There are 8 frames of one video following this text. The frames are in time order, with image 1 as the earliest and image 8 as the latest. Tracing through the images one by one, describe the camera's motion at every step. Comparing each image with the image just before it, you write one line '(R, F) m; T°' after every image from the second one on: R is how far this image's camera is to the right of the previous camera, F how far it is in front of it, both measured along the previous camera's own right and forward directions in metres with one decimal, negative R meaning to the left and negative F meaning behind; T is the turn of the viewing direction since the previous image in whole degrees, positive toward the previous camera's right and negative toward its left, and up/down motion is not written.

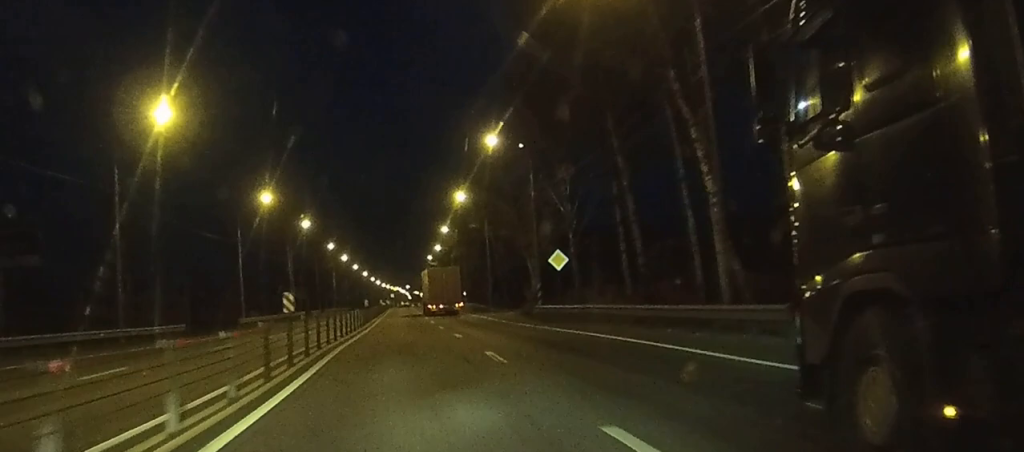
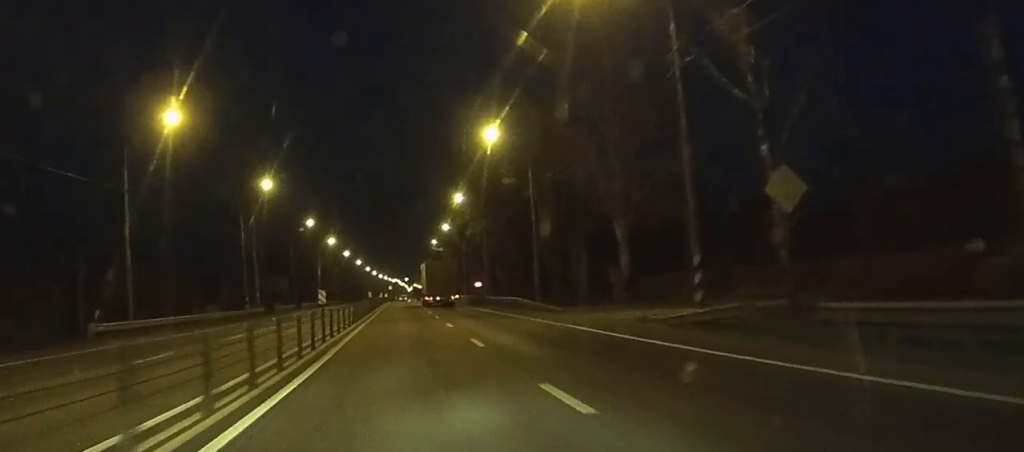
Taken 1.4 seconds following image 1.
(+0.3, +31.5) m; +1°
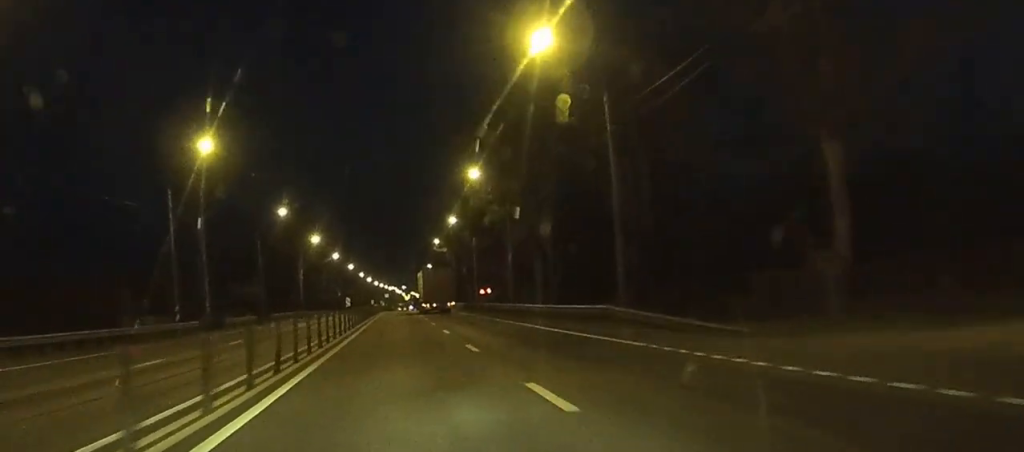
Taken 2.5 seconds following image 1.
(0.0, +23.6) m; 0°
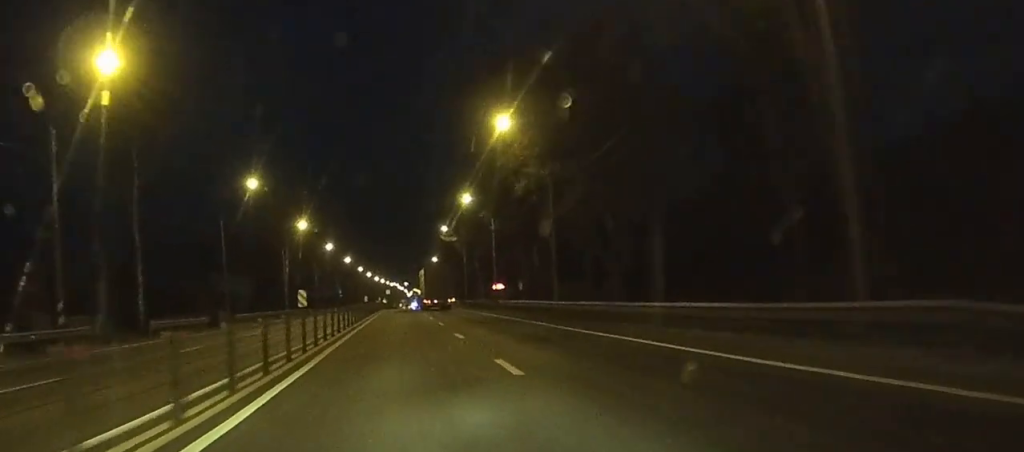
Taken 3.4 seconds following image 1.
(0.0, +19.3) m; 0°
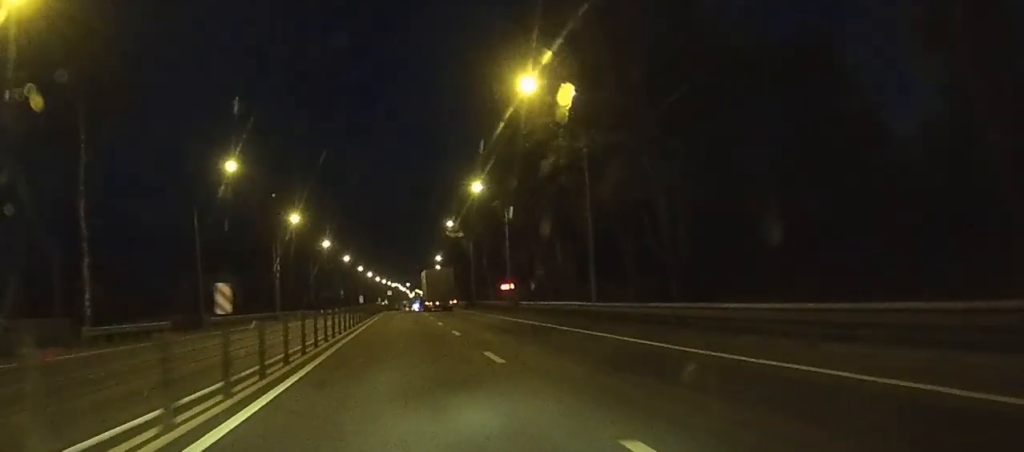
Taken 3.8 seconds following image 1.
(0.0, +9.7) m; 0°
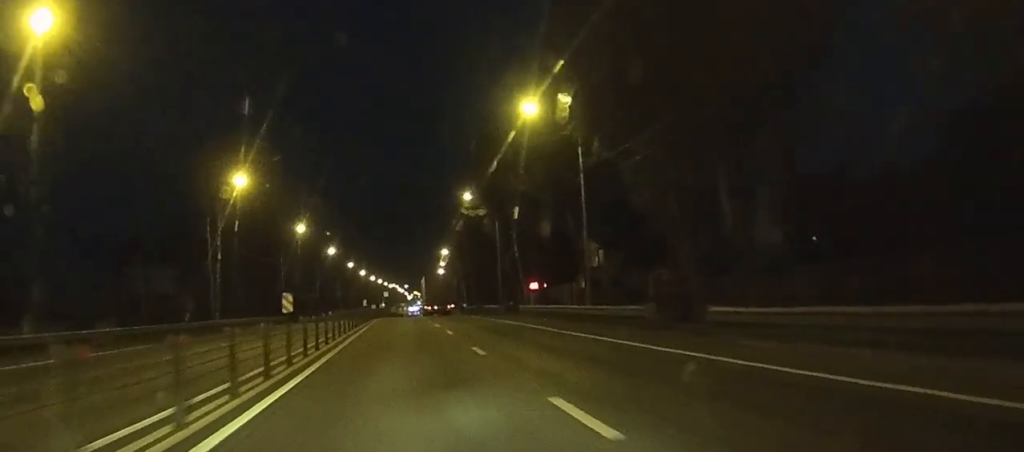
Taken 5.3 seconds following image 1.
(+0.1, +32.9) m; 0°
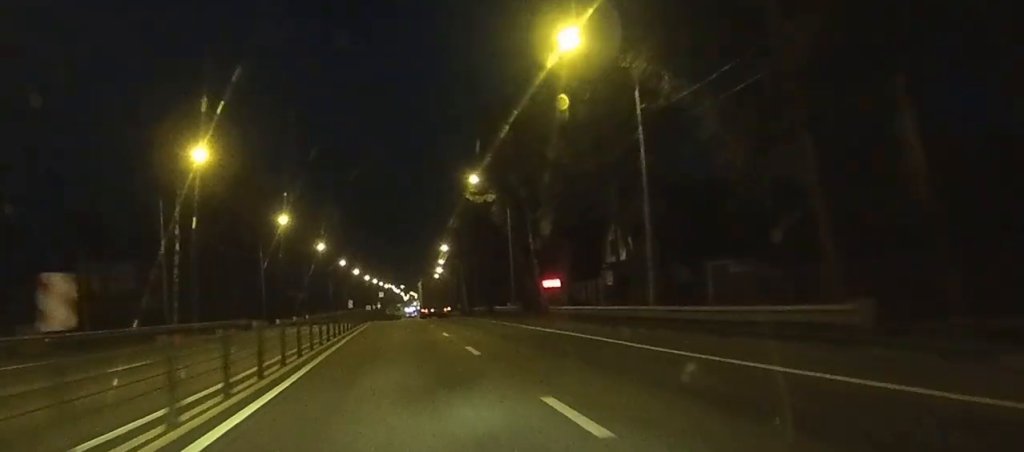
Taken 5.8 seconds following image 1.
(0.0, +12.0) m; 0°
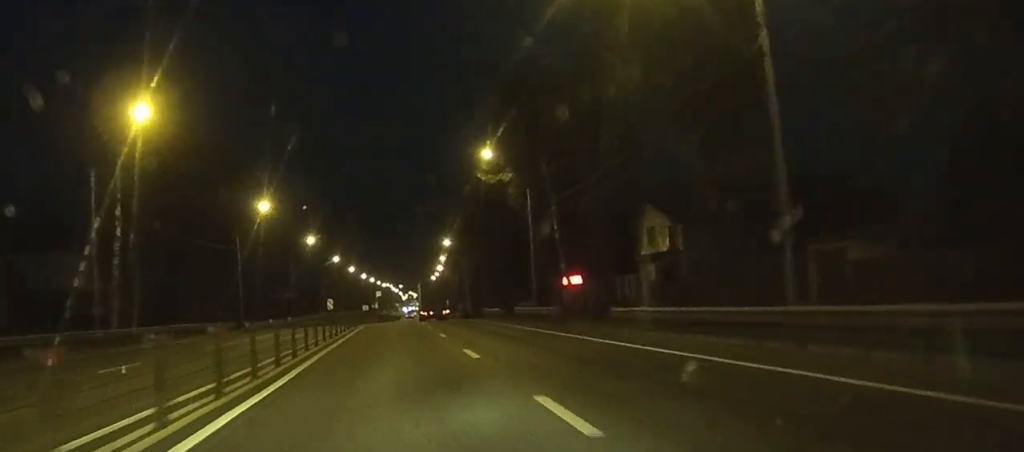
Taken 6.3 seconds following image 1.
(0.0, +12.0) m; 0°
